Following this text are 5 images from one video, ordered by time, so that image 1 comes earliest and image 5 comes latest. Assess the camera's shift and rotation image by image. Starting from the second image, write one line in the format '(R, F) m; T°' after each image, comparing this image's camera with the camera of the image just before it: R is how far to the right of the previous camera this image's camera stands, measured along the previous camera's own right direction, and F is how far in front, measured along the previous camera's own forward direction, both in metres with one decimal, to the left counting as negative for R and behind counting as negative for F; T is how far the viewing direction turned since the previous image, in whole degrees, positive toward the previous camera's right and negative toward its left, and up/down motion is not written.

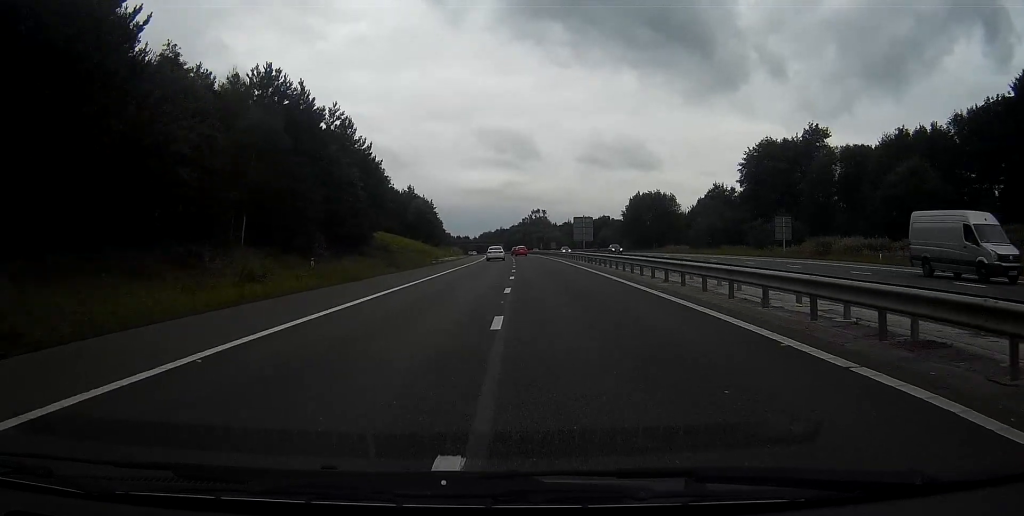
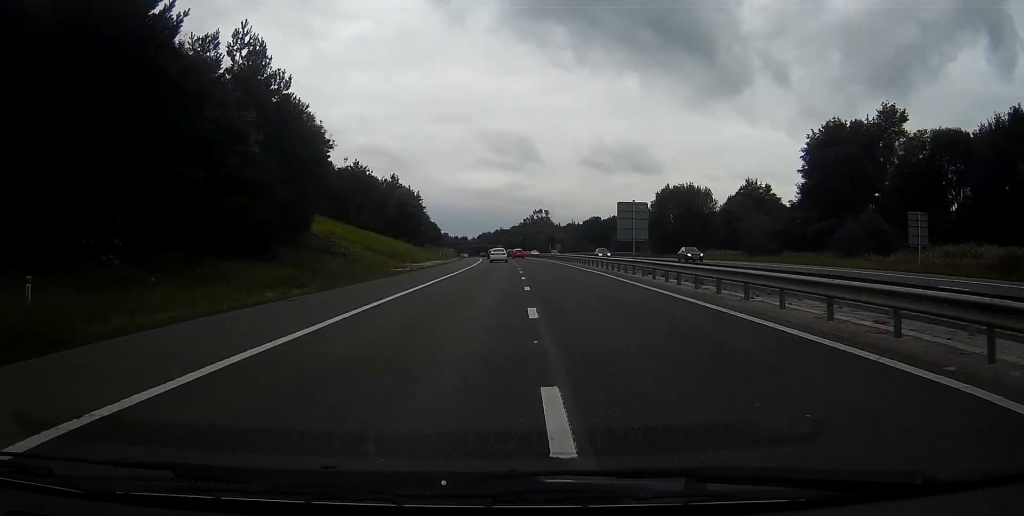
(-0.1, +24.4) m; 0°
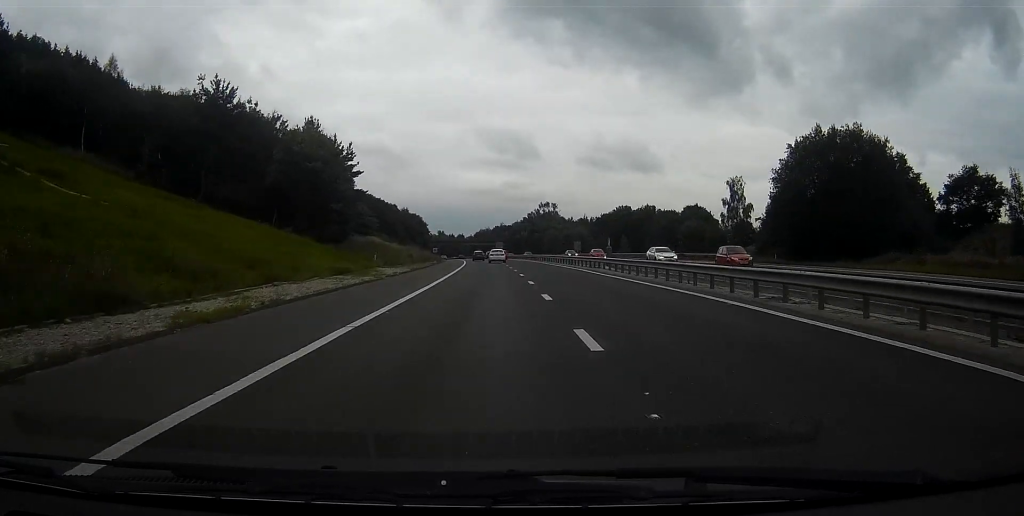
(0.0, +57.2) m; 0°
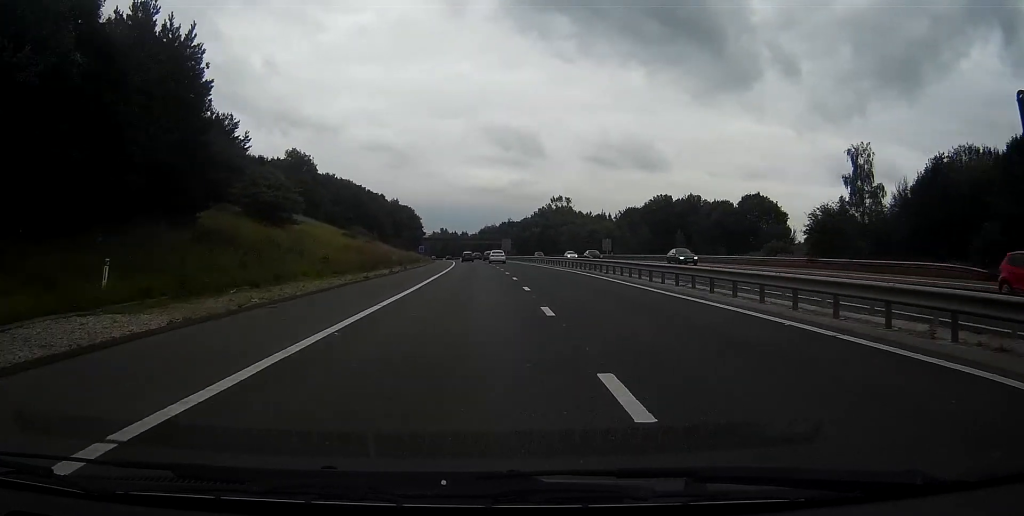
(-0.2, +39.0) m; -1°
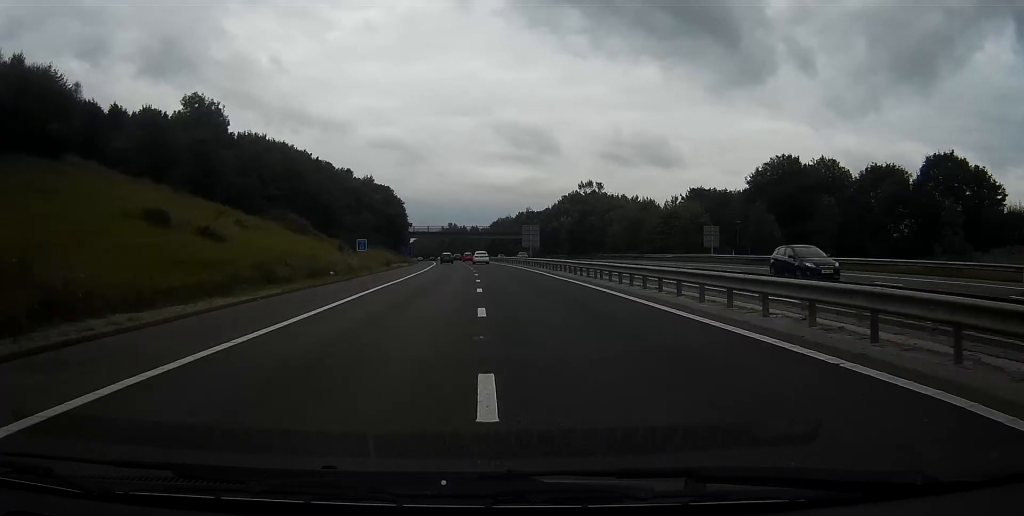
(-0.7, +61.7) m; -1°
